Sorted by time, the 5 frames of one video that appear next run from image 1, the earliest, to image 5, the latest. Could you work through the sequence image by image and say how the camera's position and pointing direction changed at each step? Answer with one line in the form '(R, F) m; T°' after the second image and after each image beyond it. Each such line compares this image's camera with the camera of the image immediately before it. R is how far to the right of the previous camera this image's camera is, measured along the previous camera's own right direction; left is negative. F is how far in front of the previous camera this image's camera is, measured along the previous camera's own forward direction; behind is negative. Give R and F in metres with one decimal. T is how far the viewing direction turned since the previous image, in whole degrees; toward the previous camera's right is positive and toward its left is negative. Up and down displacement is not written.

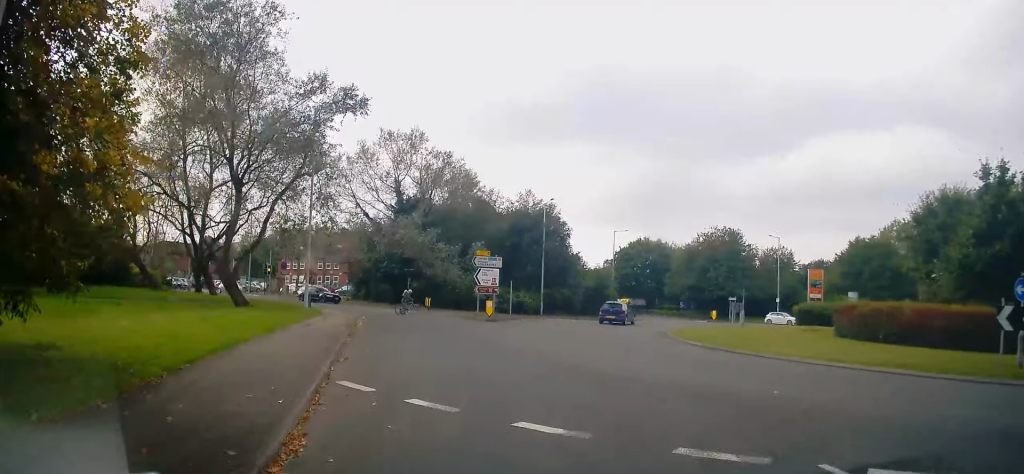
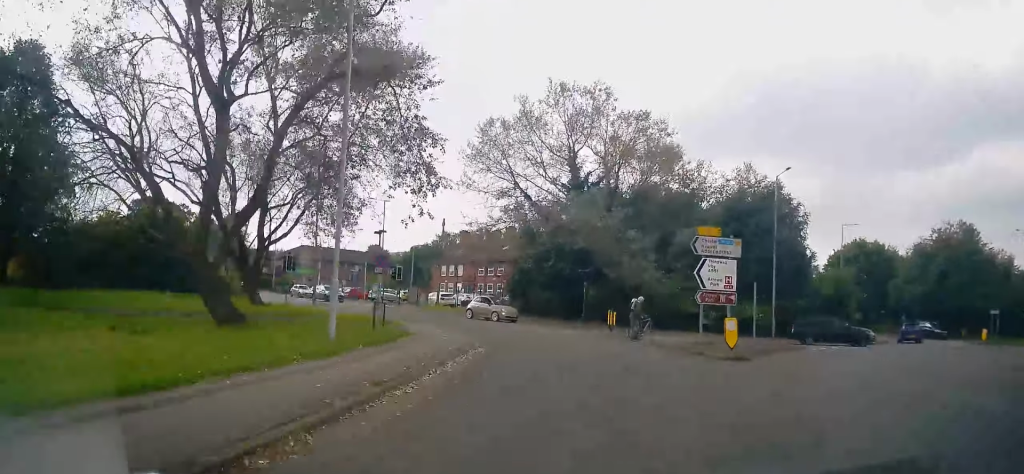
(-2.1, +14.7) m; -17°
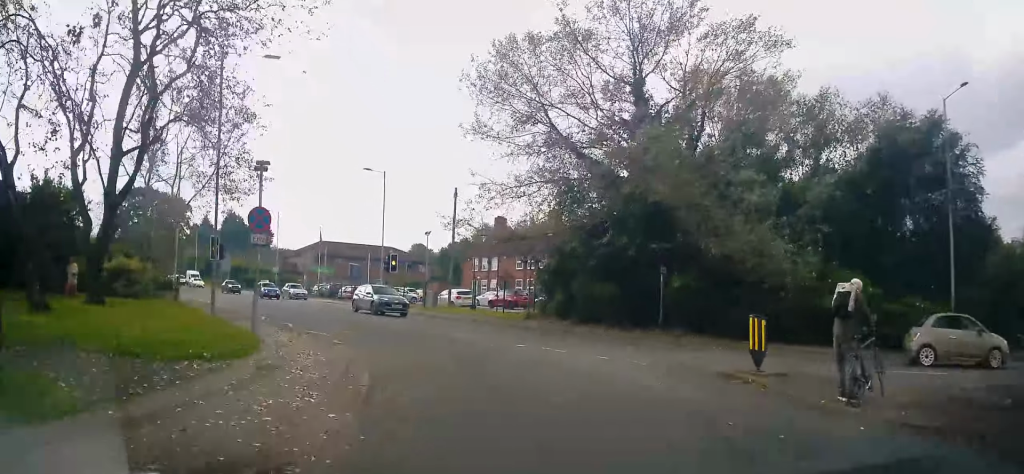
(-0.1, +14.3) m; -4°
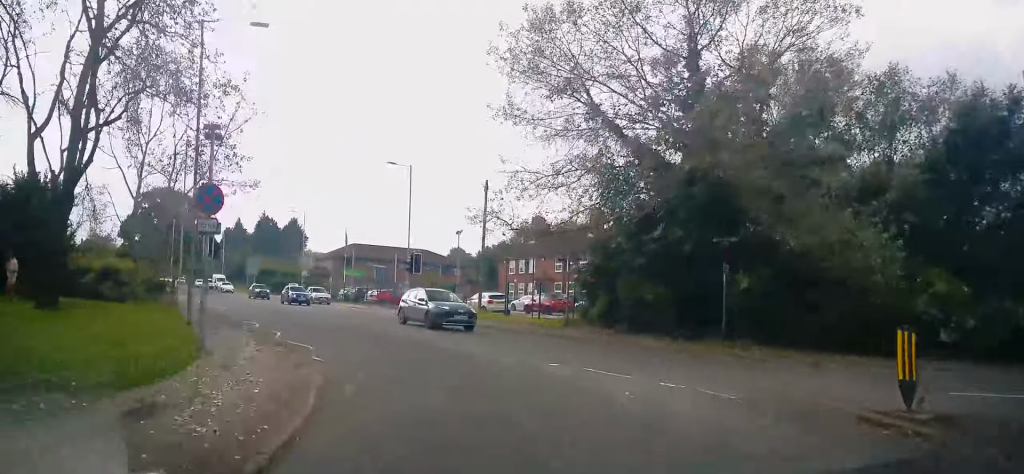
(-0.2, +3.7) m; -6°
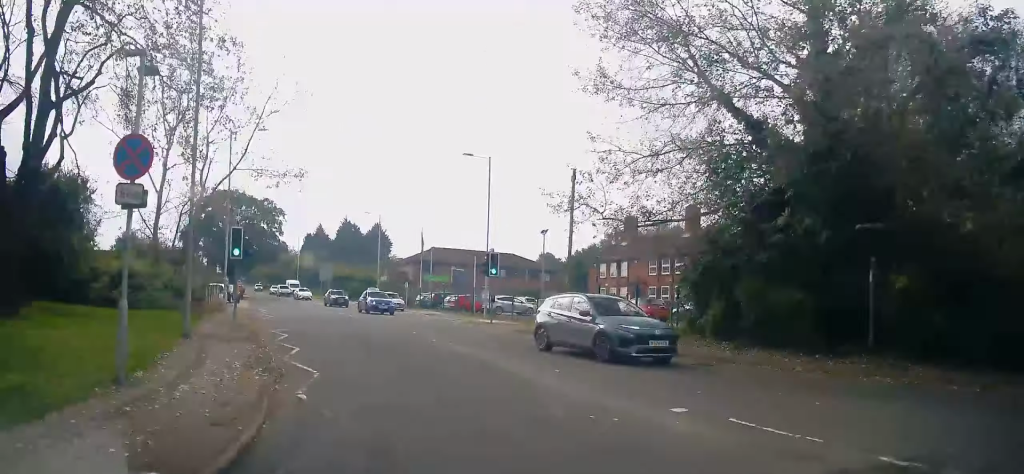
(-0.2, +4.4) m; -8°
